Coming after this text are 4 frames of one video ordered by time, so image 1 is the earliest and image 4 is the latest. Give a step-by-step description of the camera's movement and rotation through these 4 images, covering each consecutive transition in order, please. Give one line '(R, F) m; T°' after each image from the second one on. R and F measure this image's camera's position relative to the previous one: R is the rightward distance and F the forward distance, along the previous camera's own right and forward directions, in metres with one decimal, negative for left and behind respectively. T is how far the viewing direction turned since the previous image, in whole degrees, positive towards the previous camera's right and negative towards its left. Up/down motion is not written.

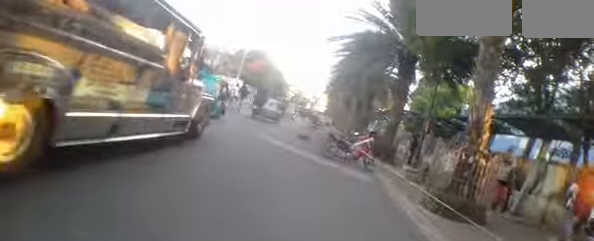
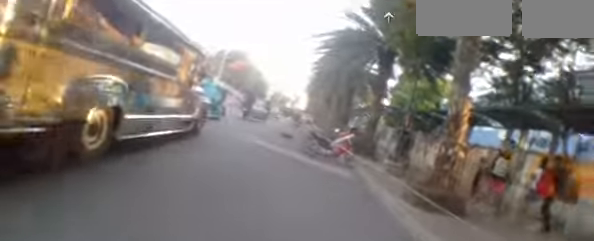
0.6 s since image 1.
(0.0, 0.0) m; 0°
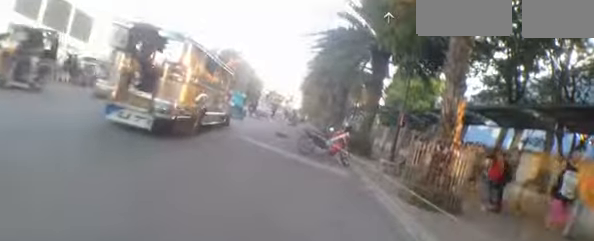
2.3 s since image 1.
(0.0, 0.0) m; 0°
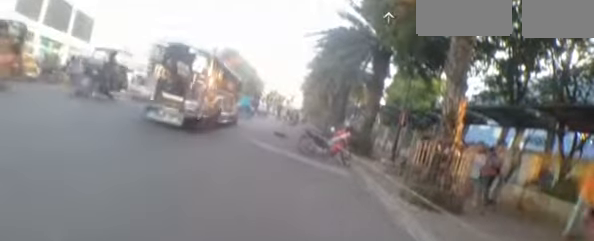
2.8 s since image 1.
(0.0, 0.0) m; 0°
